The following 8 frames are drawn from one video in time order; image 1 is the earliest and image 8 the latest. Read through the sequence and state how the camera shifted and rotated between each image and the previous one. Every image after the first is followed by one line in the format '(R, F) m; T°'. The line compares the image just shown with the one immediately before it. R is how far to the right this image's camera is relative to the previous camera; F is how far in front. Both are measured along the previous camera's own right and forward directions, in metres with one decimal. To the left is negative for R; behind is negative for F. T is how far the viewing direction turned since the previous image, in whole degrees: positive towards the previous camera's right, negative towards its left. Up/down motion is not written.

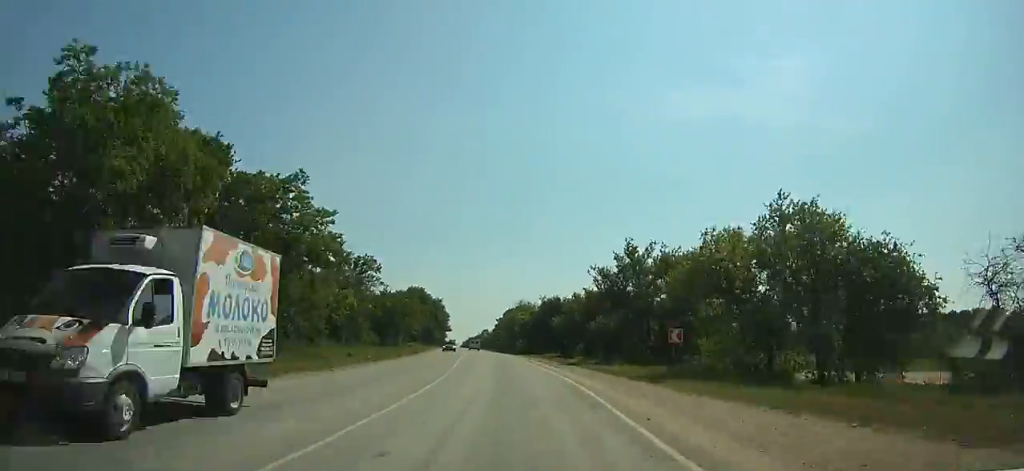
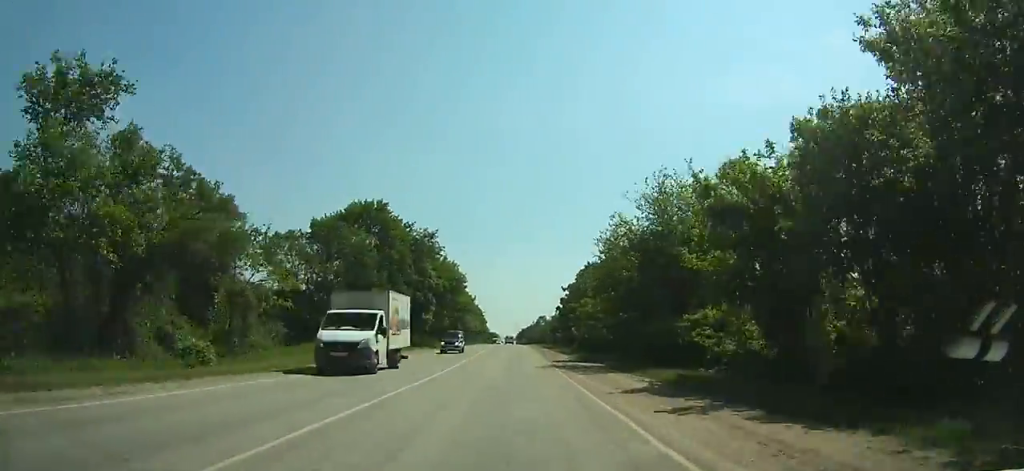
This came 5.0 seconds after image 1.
(-4.7, +79.5) m; -5°
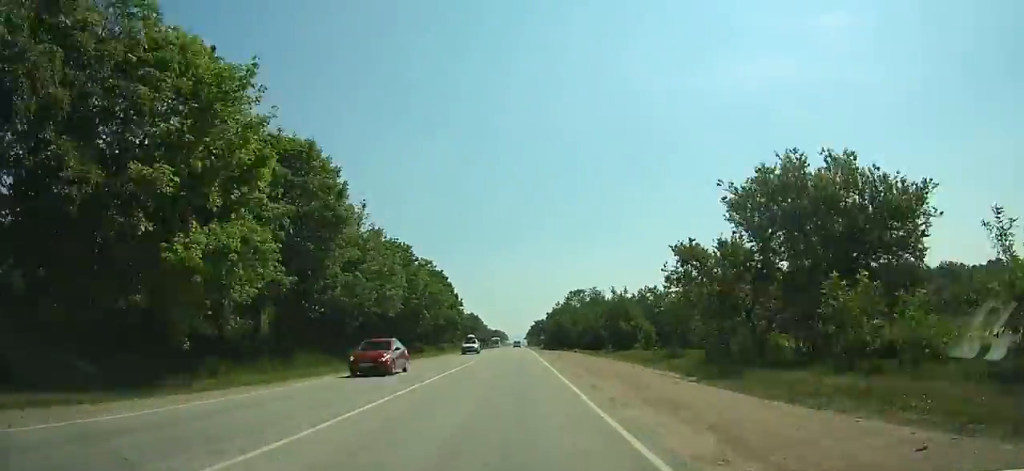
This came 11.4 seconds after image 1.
(-1.8, +104.2) m; -1°
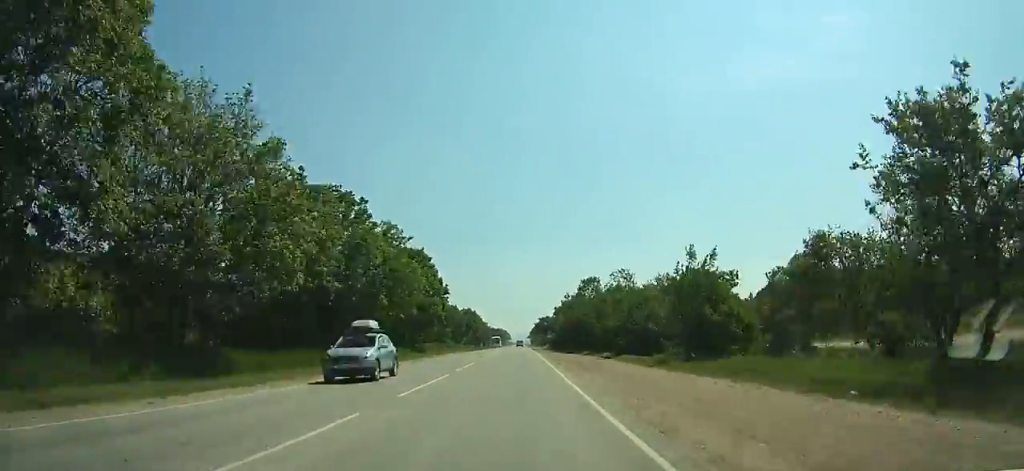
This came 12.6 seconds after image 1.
(0.0, +19.7) m; 0°
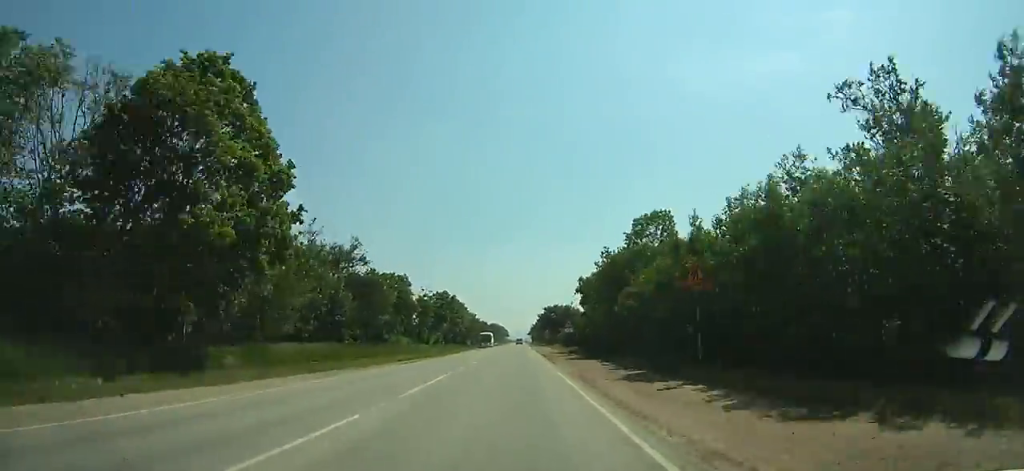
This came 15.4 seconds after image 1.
(+0.1, +46.0) m; 0°
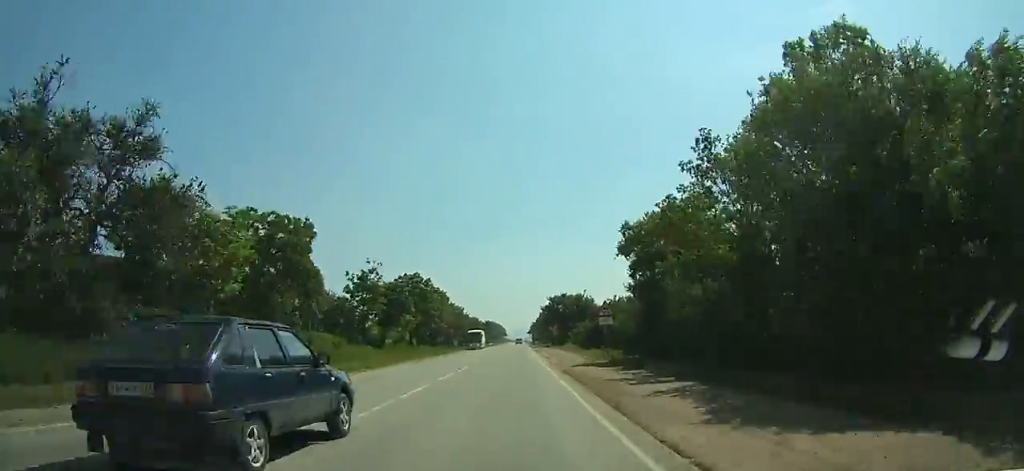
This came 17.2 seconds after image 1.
(+0.2, +29.5) m; 0°
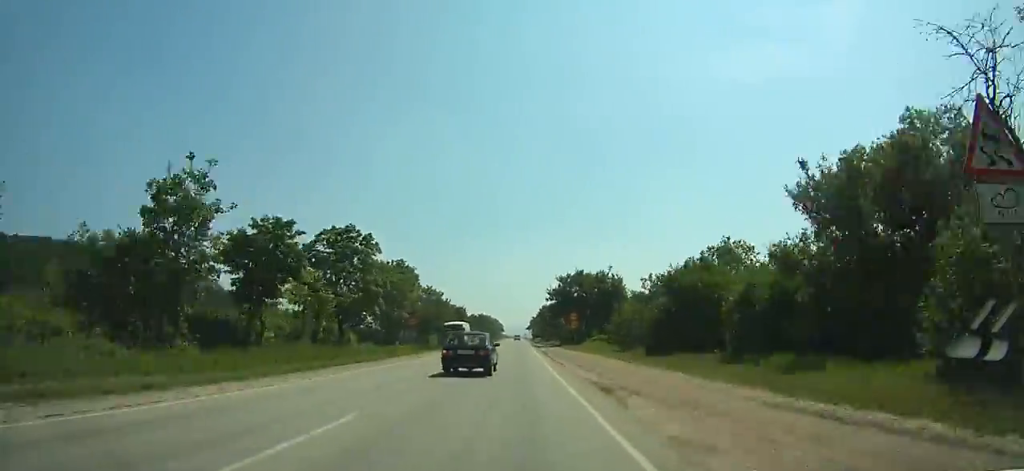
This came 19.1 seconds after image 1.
(-0.1, +31.1) m; 0°
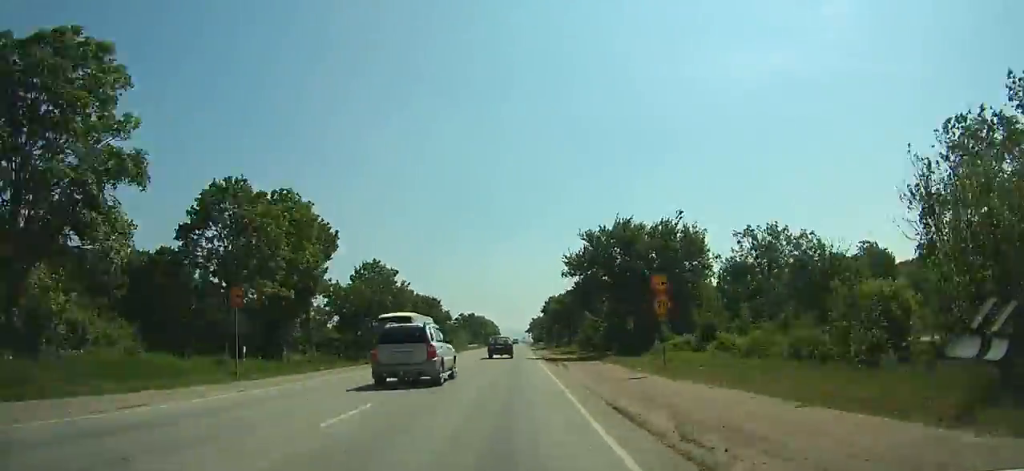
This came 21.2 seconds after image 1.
(-0.1, +34.4) m; 0°
